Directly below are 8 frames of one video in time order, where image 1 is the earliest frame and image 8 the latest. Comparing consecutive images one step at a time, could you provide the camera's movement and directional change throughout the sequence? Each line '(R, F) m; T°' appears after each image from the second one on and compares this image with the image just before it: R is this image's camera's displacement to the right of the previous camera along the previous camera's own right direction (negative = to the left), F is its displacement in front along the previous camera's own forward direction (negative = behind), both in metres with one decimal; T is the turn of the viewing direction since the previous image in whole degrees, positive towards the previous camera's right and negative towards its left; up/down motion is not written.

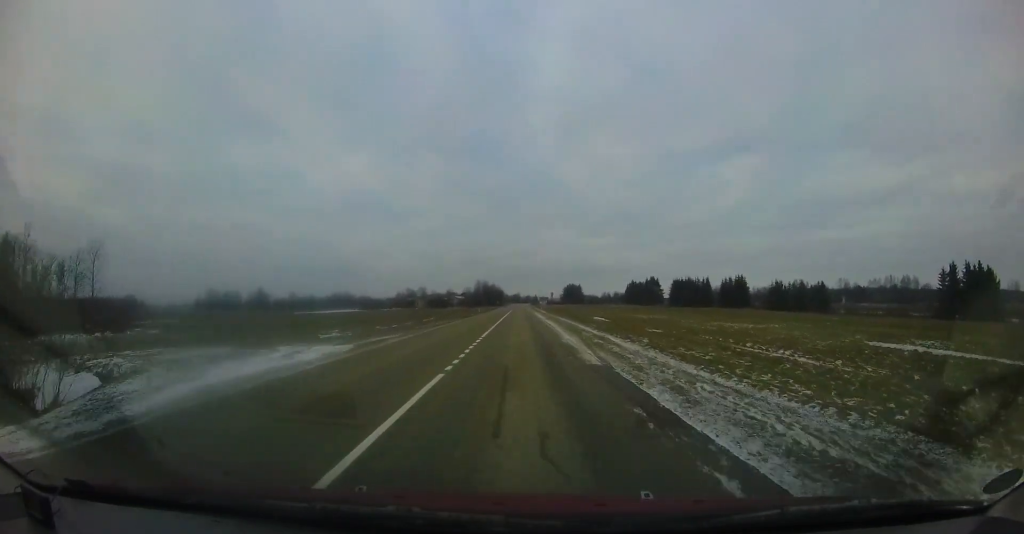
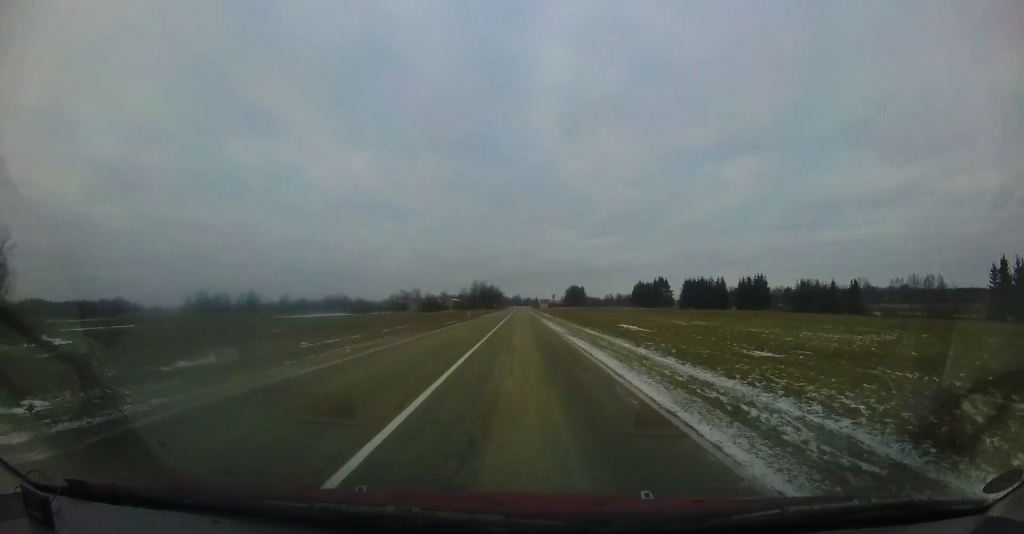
(+0.2, +13.7) m; 0°
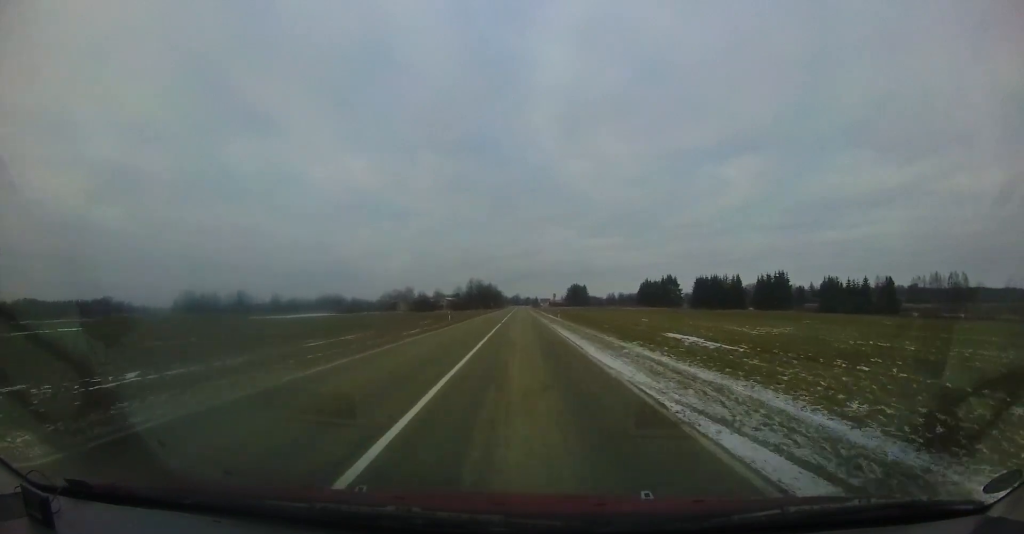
(-0.1, +13.1) m; -2°
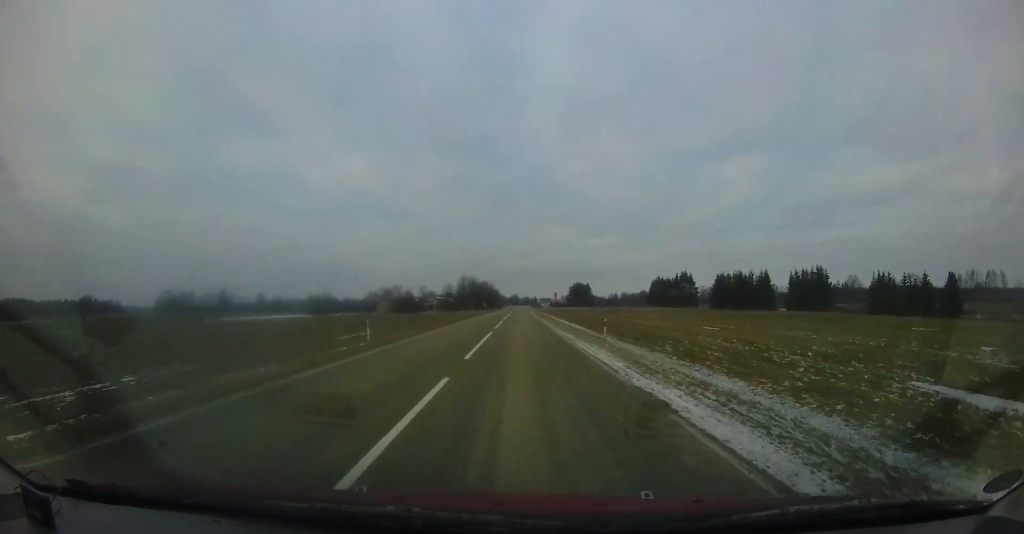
(-0.4, +19.7) m; +1°
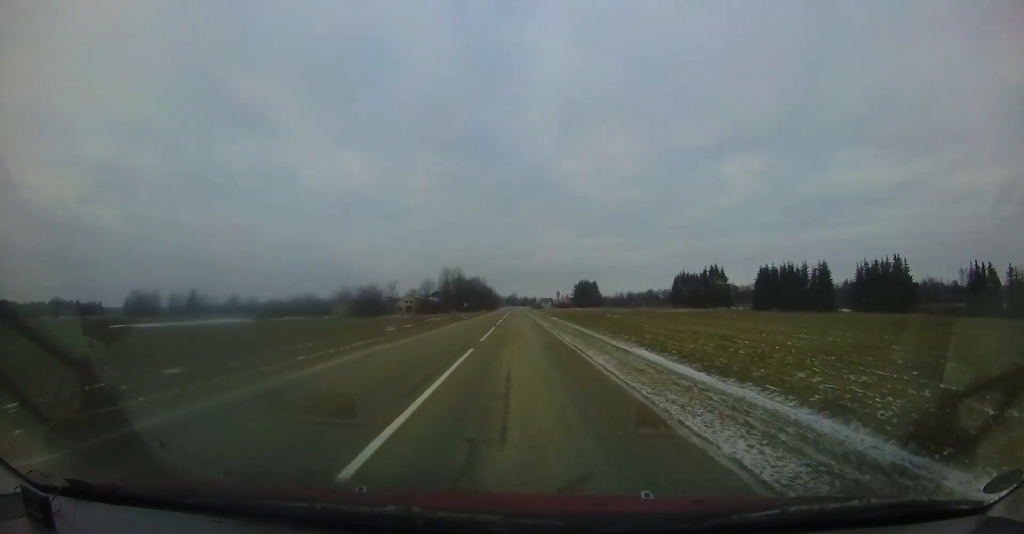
(+0.6, +30.7) m; 0°
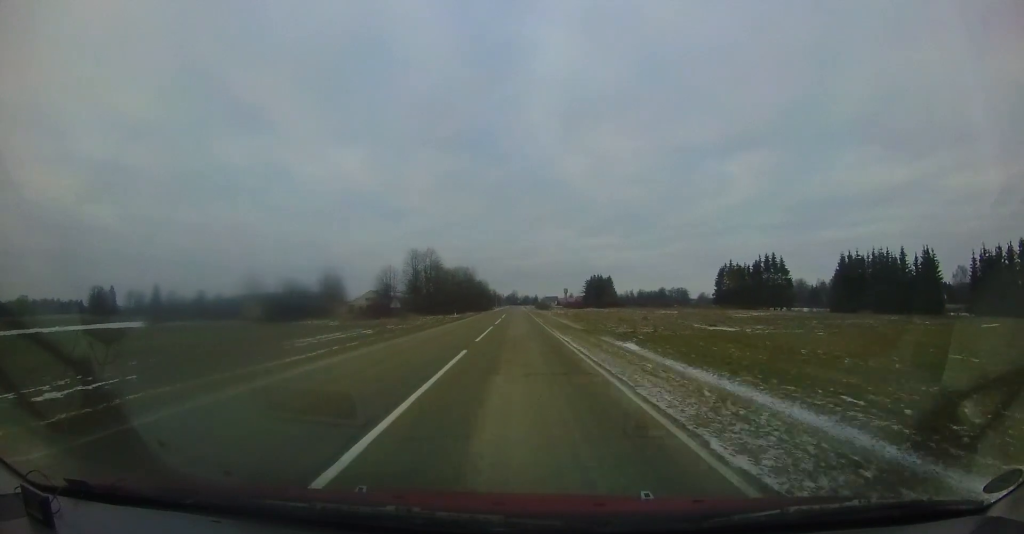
(-0.8, +36.2) m; -1°
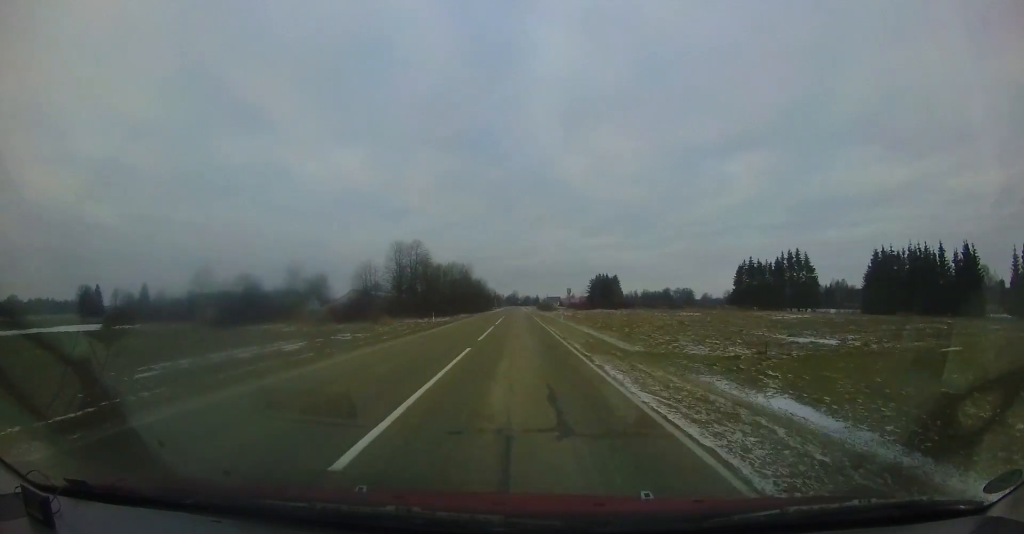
(0.0, +11.0) m; +1°
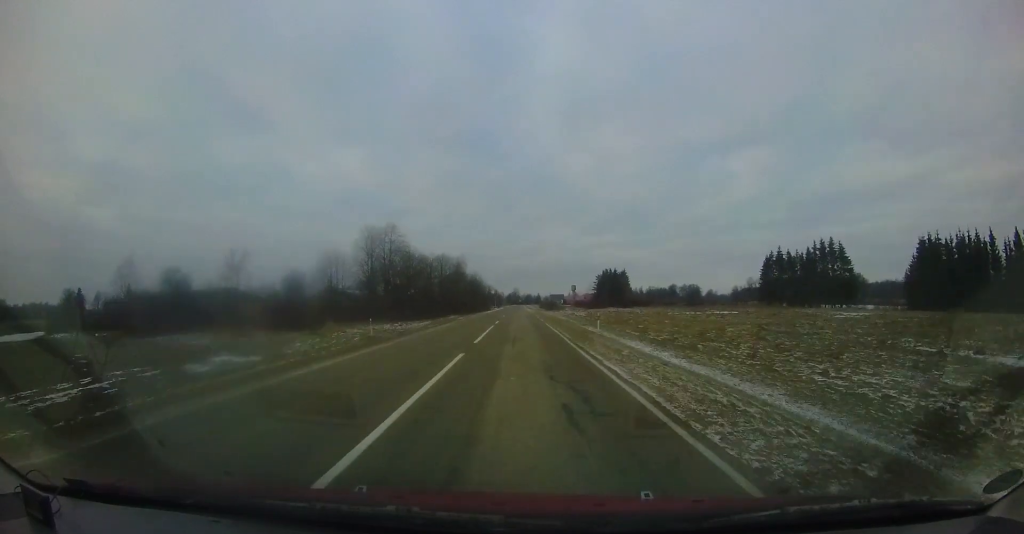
(+0.2, +13.4) m; +1°
